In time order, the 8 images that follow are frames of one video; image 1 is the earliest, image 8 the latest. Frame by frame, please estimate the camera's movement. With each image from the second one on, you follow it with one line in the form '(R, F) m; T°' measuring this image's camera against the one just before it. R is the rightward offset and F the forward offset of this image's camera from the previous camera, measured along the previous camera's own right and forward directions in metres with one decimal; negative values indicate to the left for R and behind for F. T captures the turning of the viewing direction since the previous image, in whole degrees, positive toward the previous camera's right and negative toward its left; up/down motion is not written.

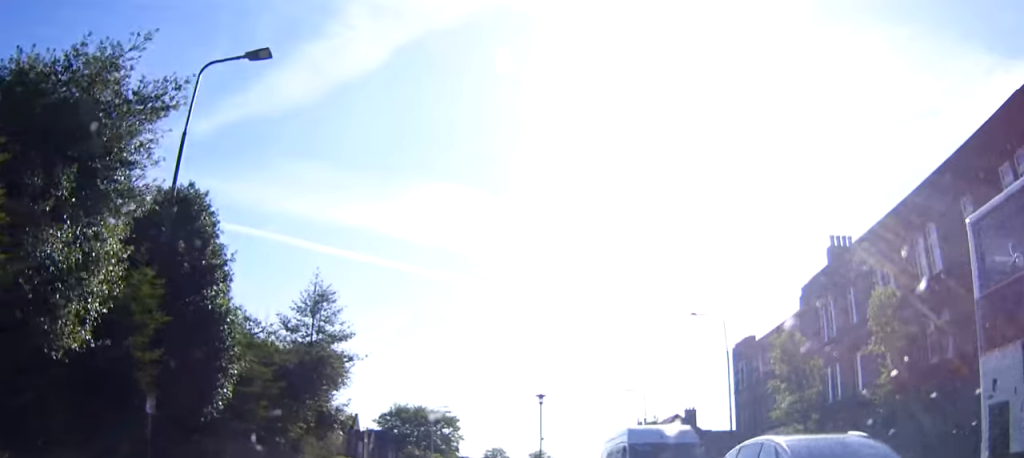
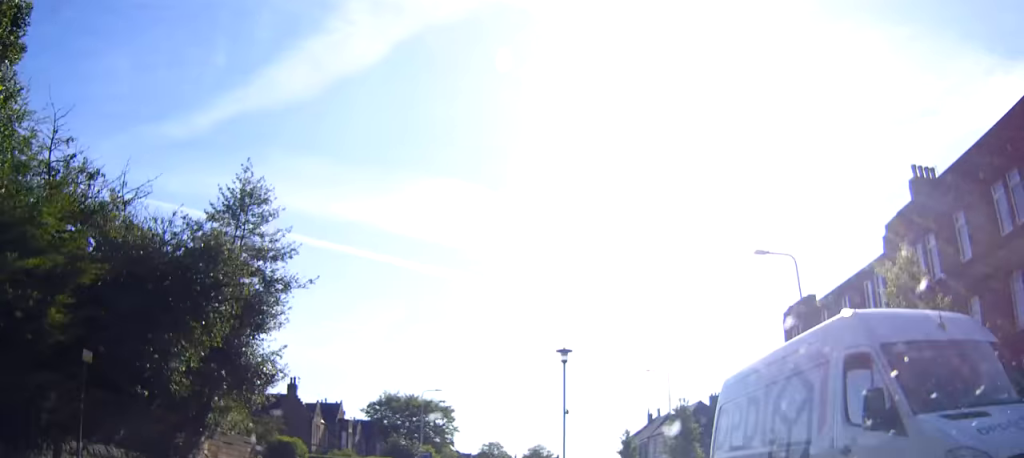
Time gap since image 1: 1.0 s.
(0.0, +9.5) m; 0°
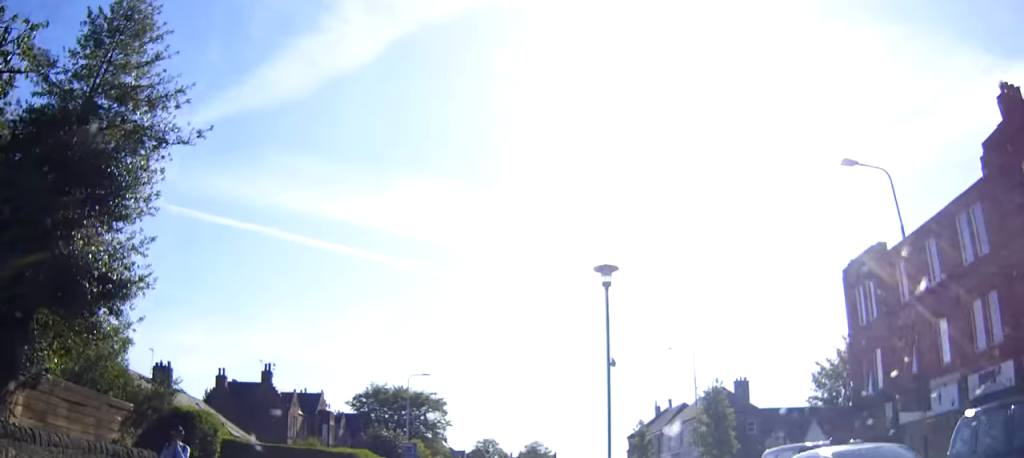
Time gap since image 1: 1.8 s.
(0.0, +8.3) m; 0°
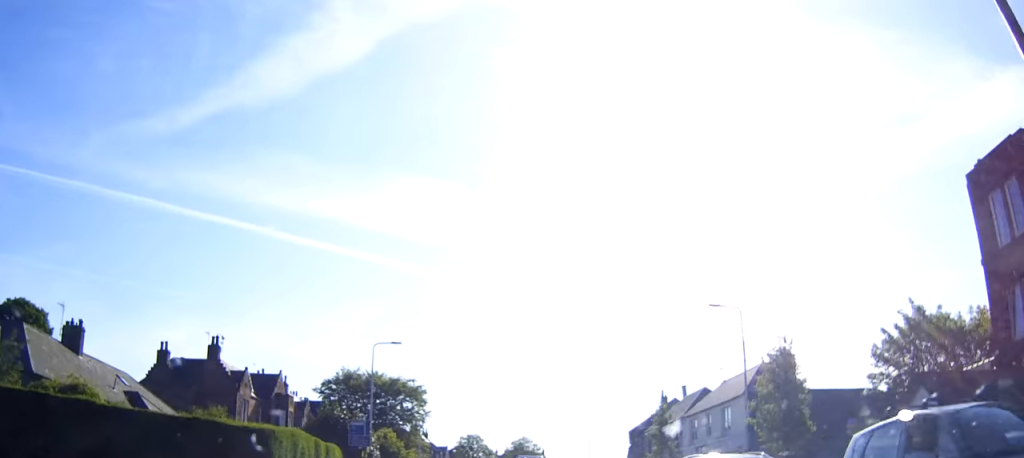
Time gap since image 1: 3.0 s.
(+0.1, +12.0) m; +1°
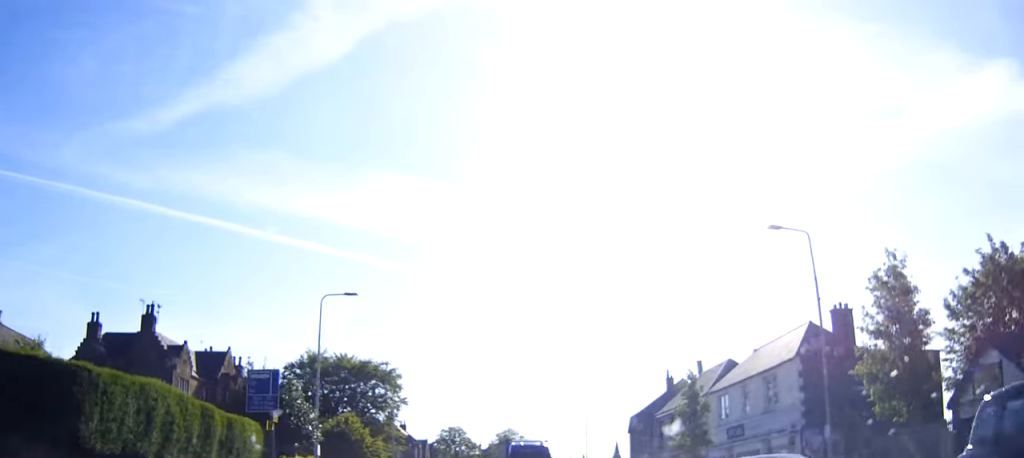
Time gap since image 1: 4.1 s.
(+0.2, +10.6) m; +1°
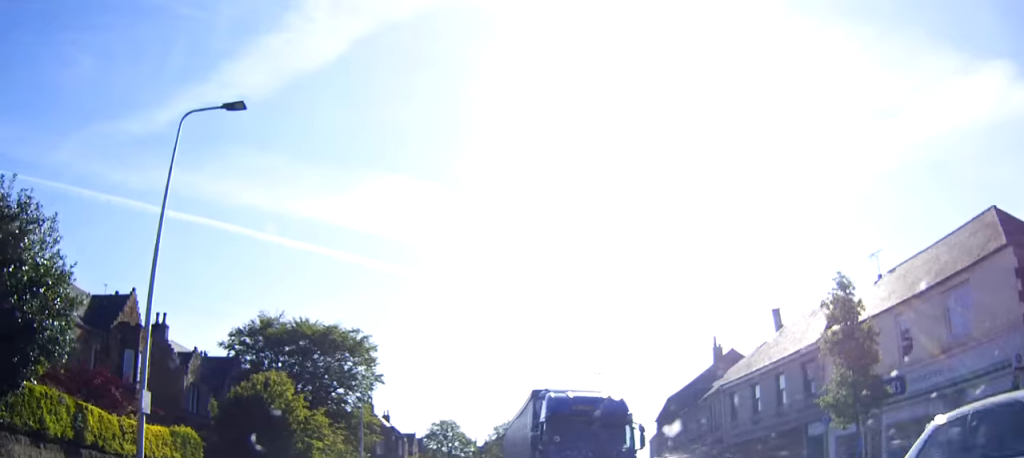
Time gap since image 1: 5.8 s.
(0.0, +17.9) m; 0°
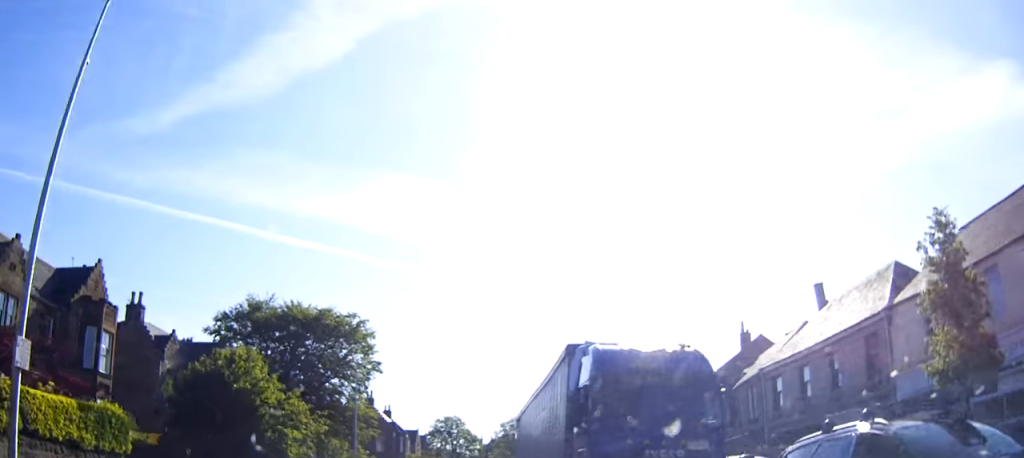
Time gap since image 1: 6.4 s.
(0.0, +5.5) m; 0°
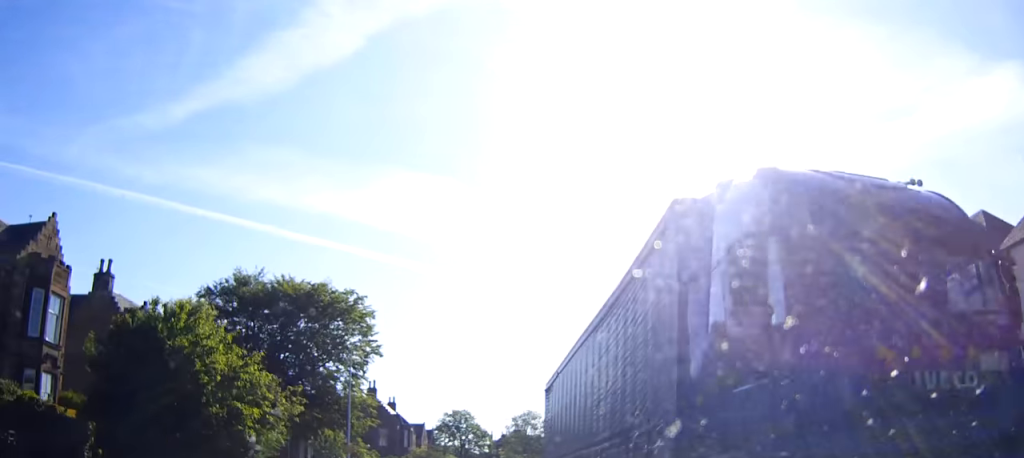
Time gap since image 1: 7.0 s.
(0.0, +6.4) m; 0°
